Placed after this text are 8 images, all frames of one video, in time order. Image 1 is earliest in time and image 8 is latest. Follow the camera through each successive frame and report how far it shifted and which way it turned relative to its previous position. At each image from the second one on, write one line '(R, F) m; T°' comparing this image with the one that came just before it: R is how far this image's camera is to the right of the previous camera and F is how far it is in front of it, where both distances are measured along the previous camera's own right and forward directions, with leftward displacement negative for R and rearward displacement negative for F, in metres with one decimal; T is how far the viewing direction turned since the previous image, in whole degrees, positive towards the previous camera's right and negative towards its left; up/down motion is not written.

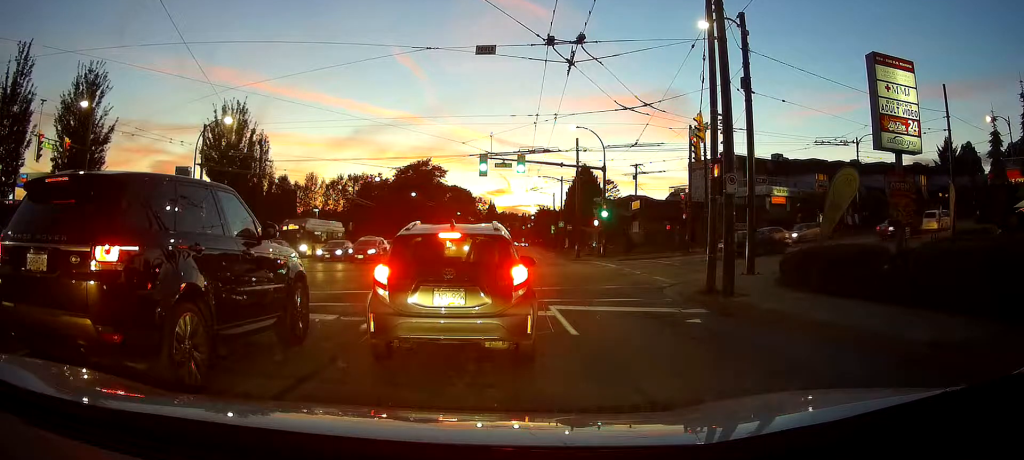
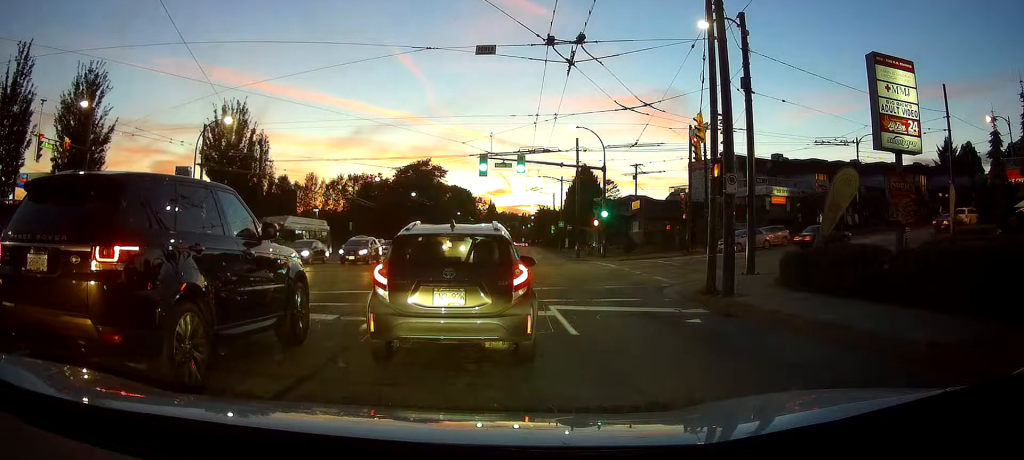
(0.0, 0.0) m; 0°
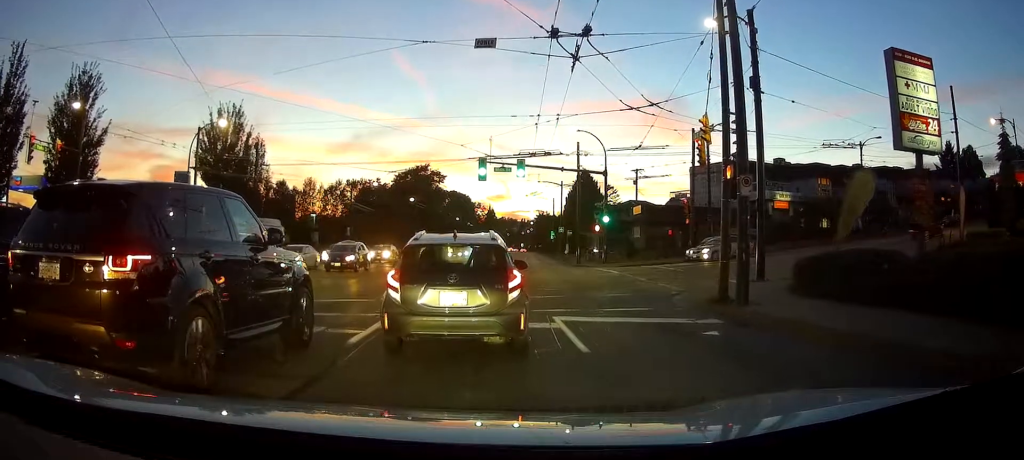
(+0.1, +0.9) m; 0°
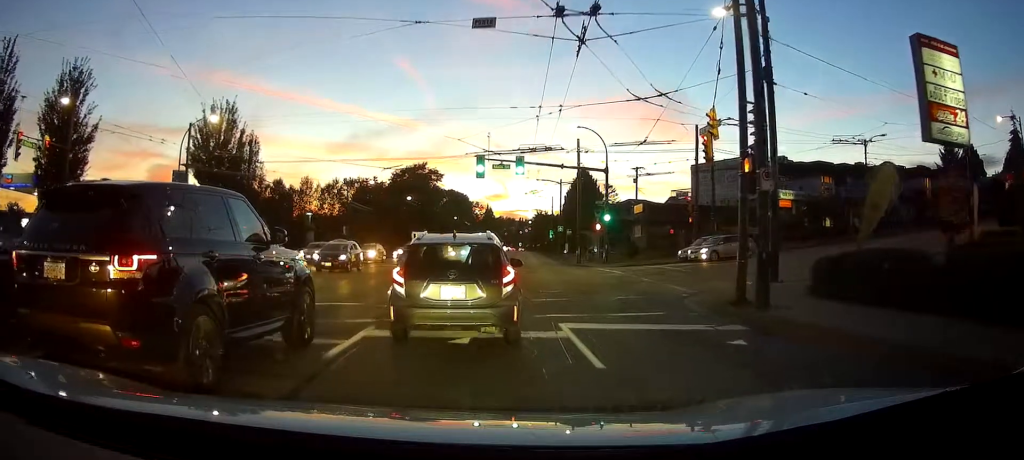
(+0.1, +1.0) m; 0°
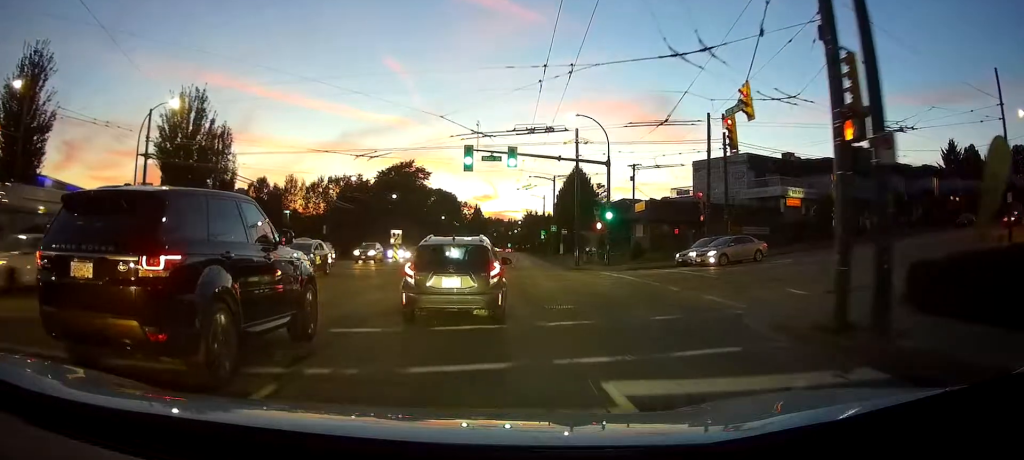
(-0.1, +4.1) m; 0°
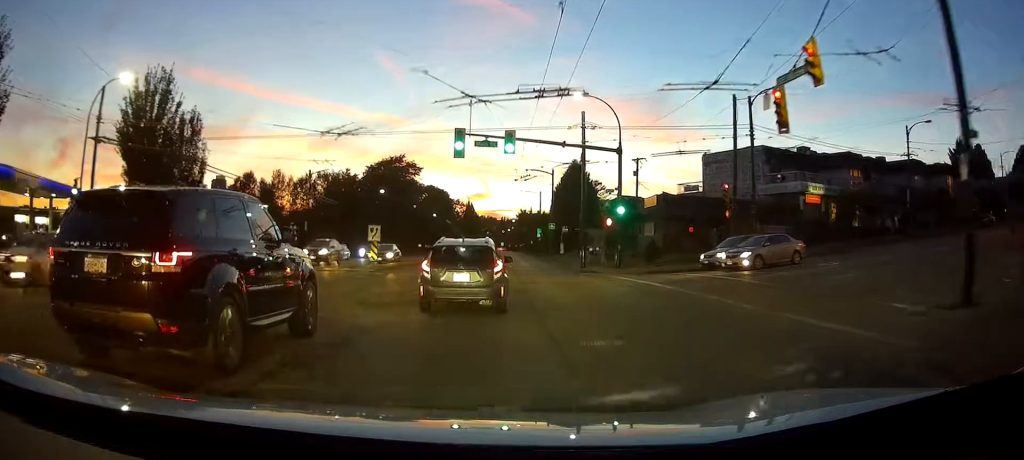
(+0.1, +5.2) m; -1°
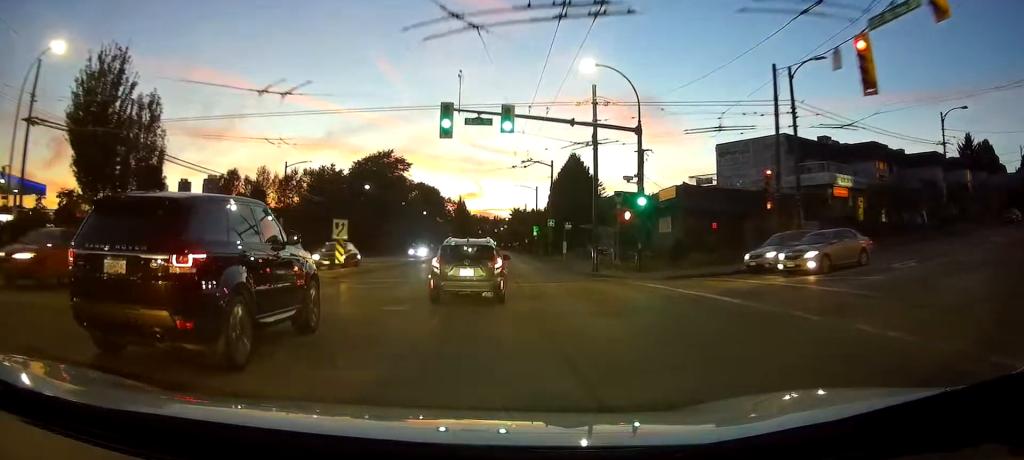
(-0.1, +6.2) m; -1°
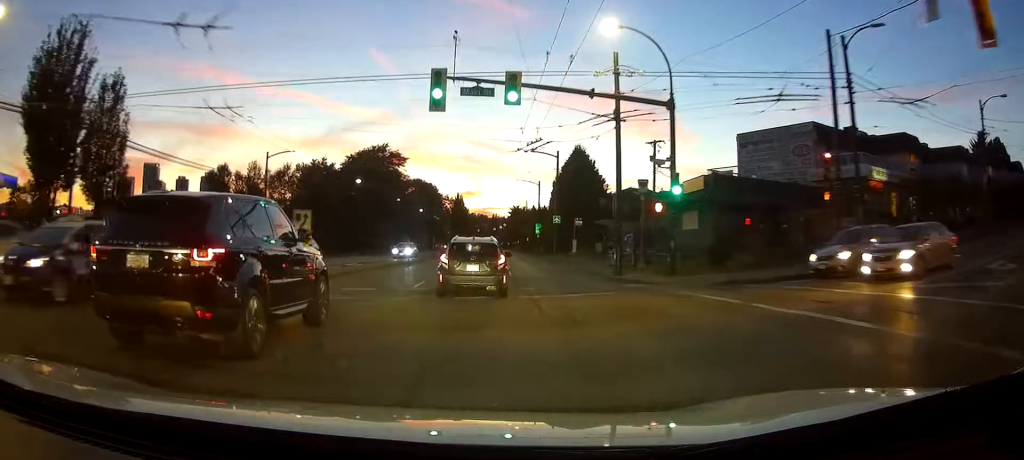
(0.0, +5.4) m; 0°
